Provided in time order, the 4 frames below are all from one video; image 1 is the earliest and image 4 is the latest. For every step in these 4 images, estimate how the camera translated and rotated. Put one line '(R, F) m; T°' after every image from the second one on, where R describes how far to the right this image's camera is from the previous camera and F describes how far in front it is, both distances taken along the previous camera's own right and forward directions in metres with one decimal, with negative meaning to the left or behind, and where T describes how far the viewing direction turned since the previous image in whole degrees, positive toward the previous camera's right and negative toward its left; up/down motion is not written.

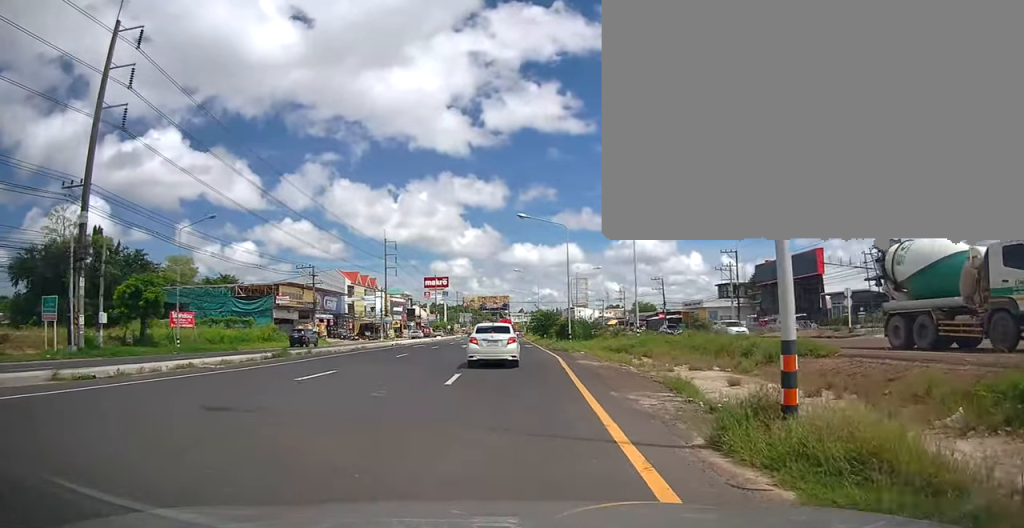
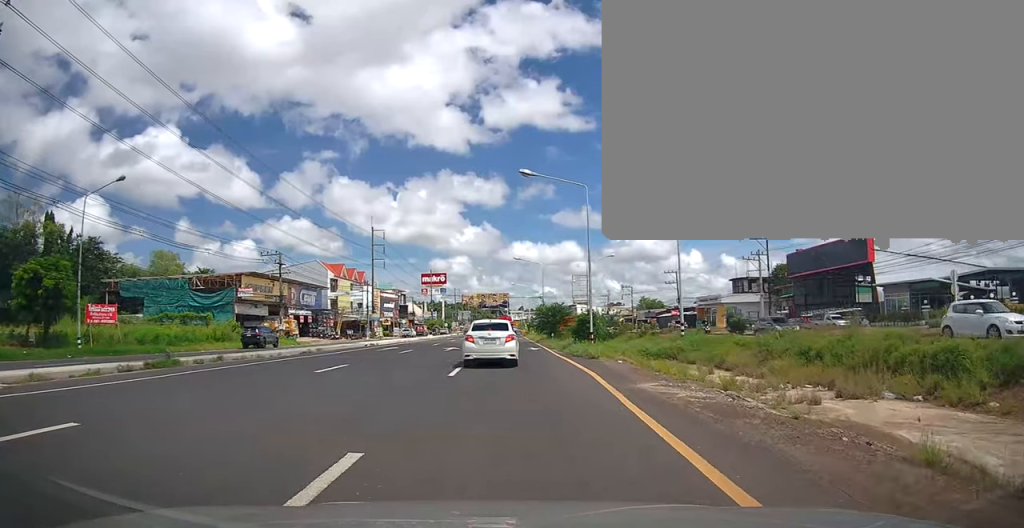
(-0.8, +11.0) m; -3°
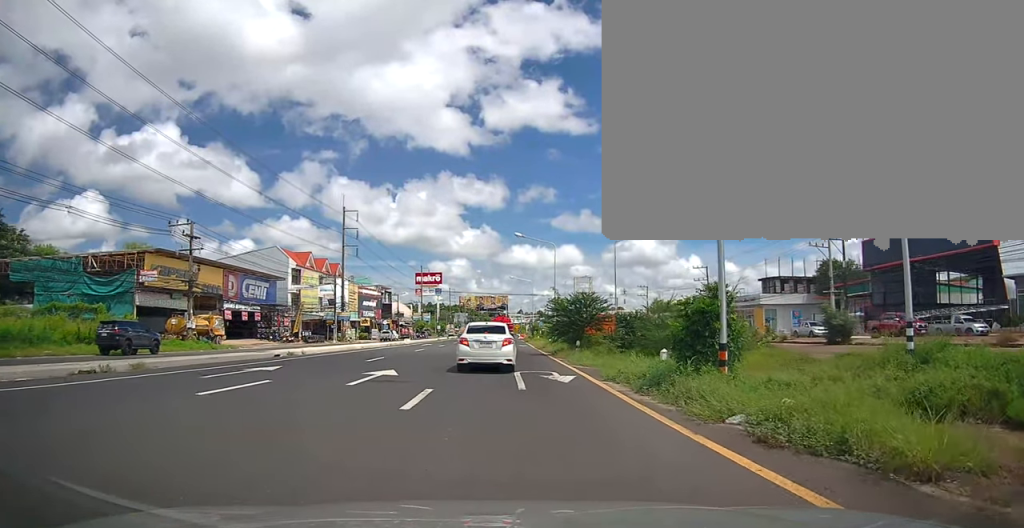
(+0.5, +18.3) m; +3°
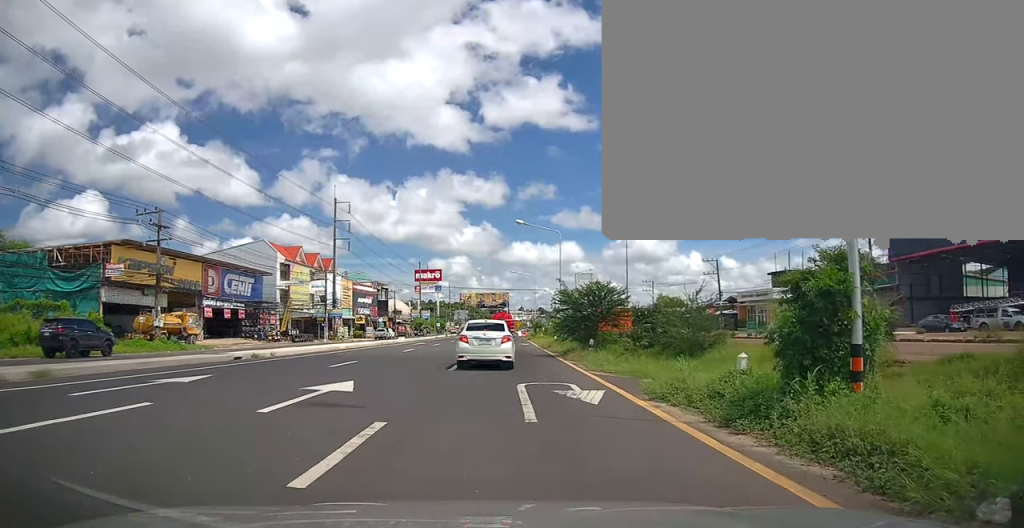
(+0.1, +4.6) m; +2°
